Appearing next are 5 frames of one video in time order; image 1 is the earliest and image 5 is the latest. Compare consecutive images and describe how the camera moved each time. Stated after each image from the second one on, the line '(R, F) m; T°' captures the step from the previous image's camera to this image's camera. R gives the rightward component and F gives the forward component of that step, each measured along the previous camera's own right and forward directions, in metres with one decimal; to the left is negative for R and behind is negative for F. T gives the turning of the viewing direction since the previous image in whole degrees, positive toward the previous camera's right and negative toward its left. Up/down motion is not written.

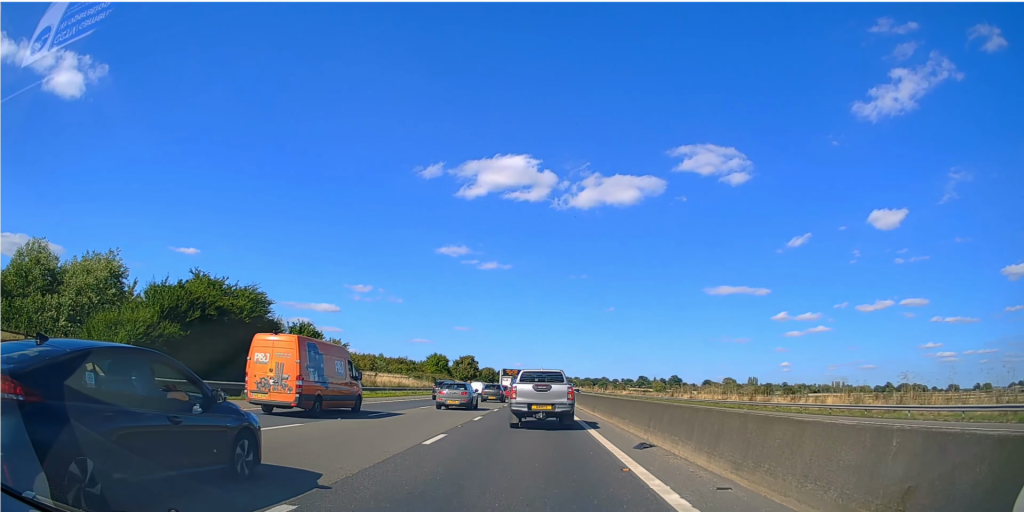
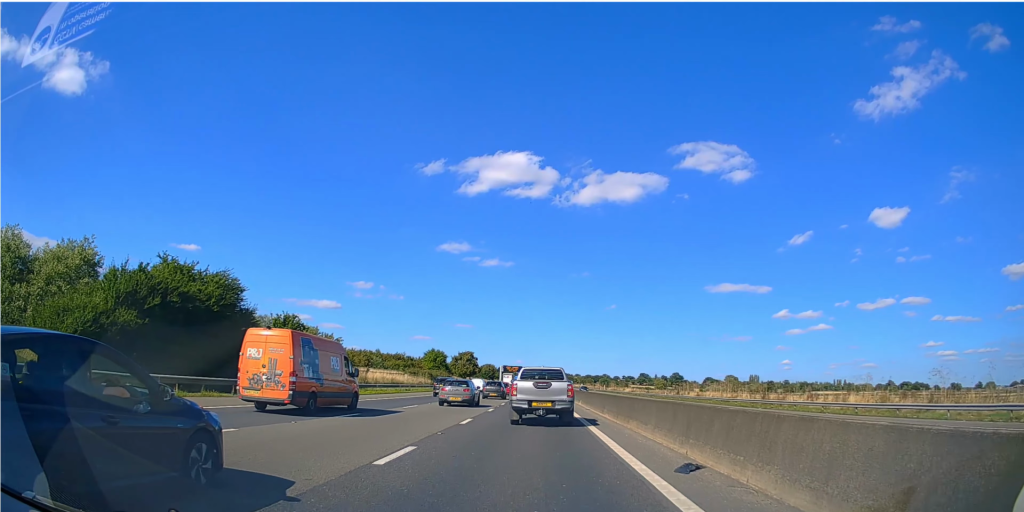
(0.0, +4.0) m; 0°
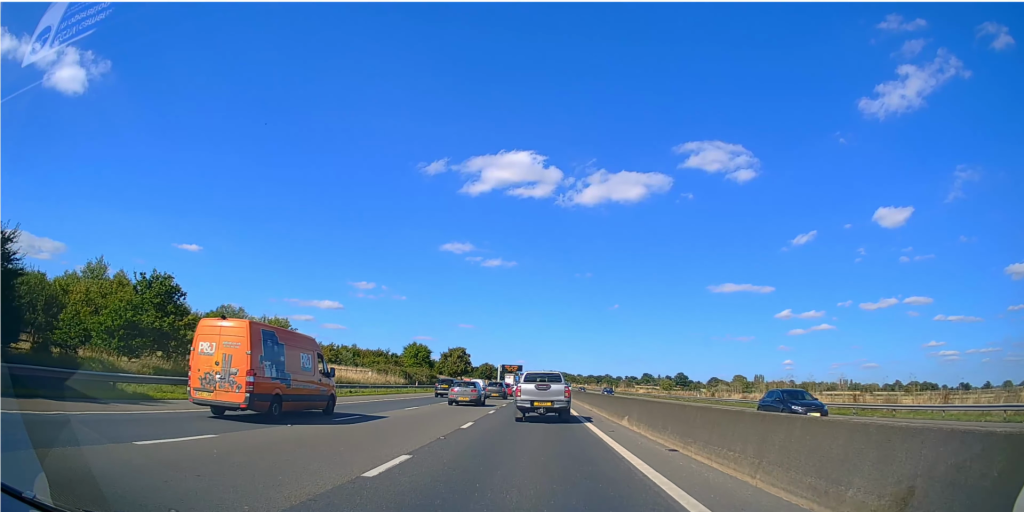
(-0.5, +21.8) m; -2°
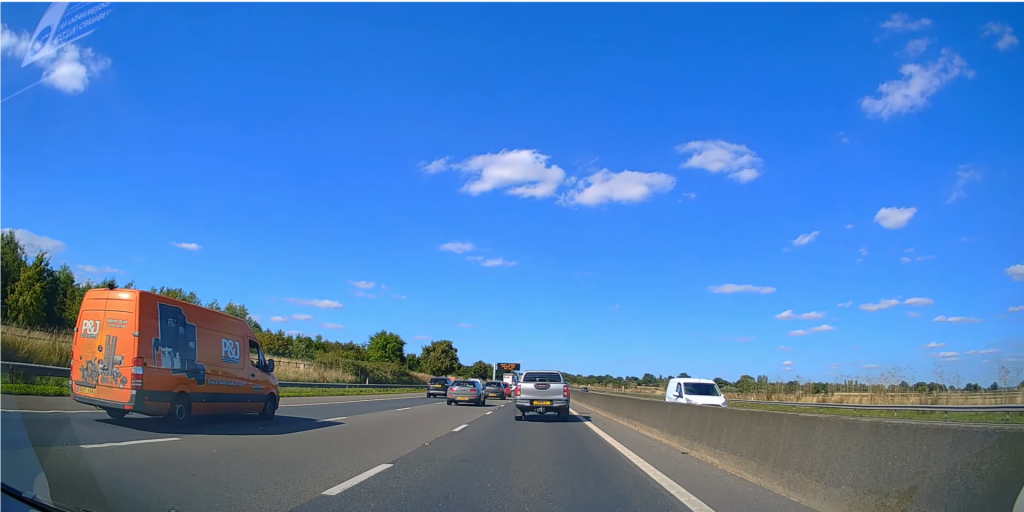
(+0.4, +17.5) m; +1°
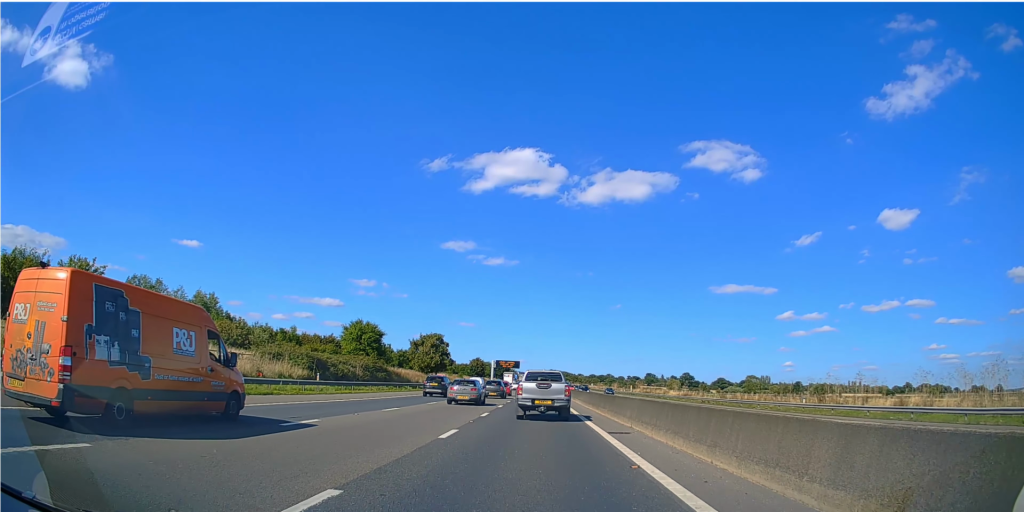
(-0.3, +11.5) m; -1°
